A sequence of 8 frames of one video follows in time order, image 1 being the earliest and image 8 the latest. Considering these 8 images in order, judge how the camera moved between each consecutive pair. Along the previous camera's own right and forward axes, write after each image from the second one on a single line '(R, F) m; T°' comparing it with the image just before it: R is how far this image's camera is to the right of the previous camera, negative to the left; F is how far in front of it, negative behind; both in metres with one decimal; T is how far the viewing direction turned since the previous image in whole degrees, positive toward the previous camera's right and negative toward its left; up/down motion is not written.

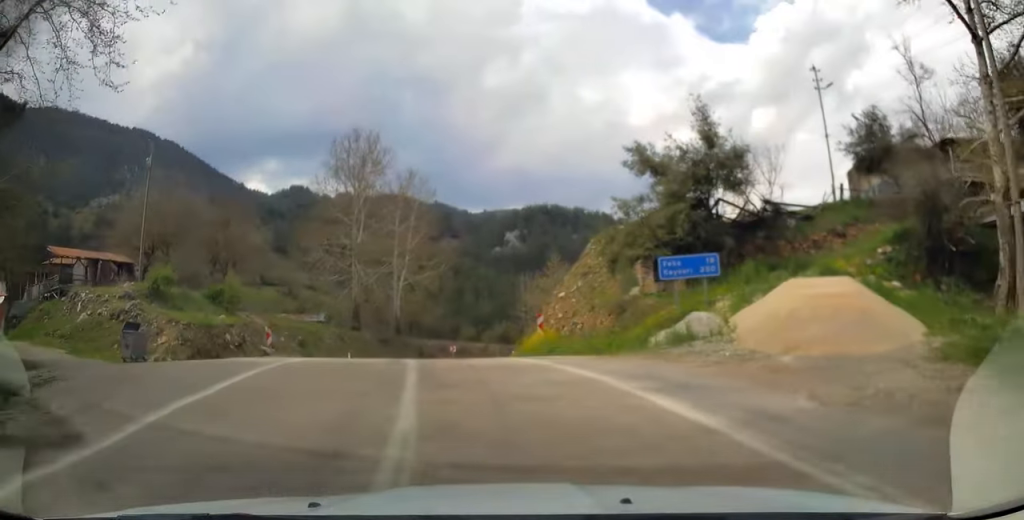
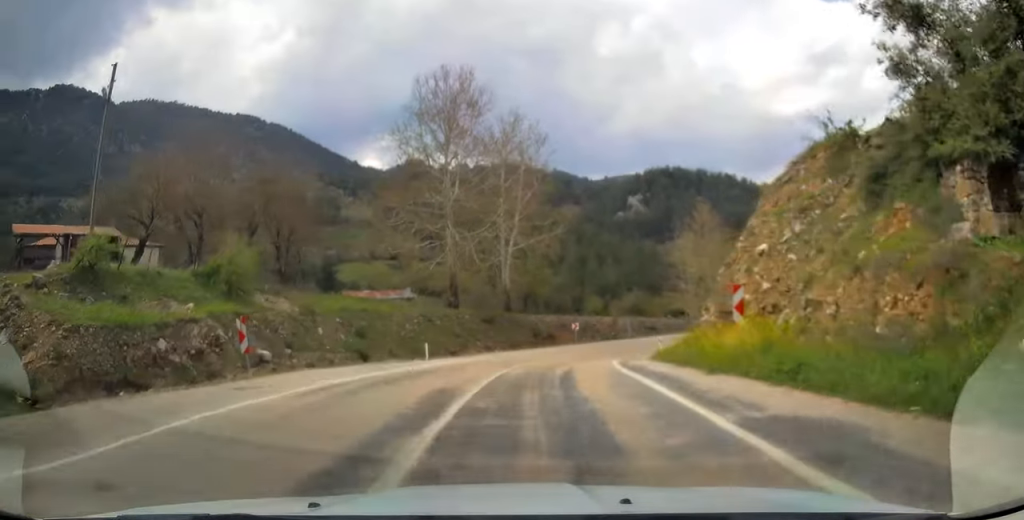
(-1.6, +13.5) m; -9°
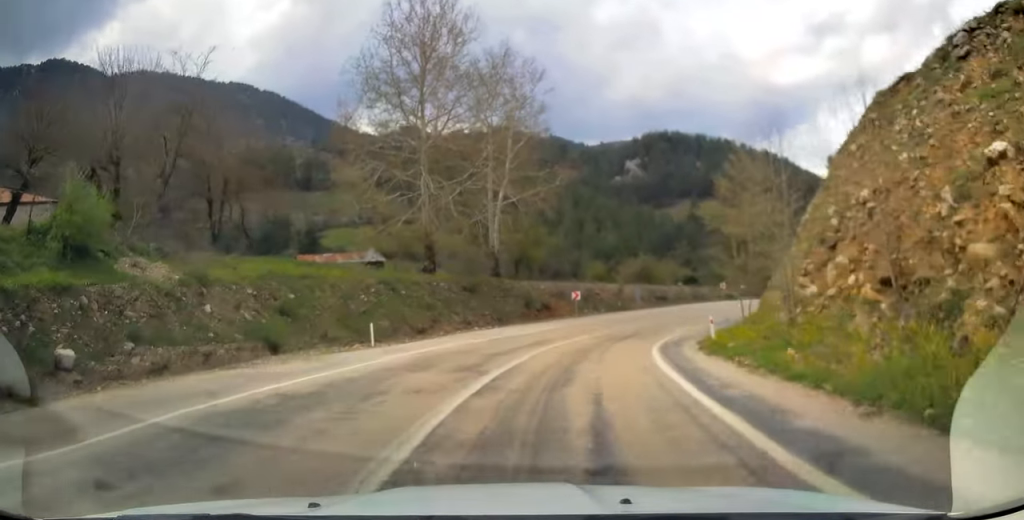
(-0.2, +9.6) m; 0°
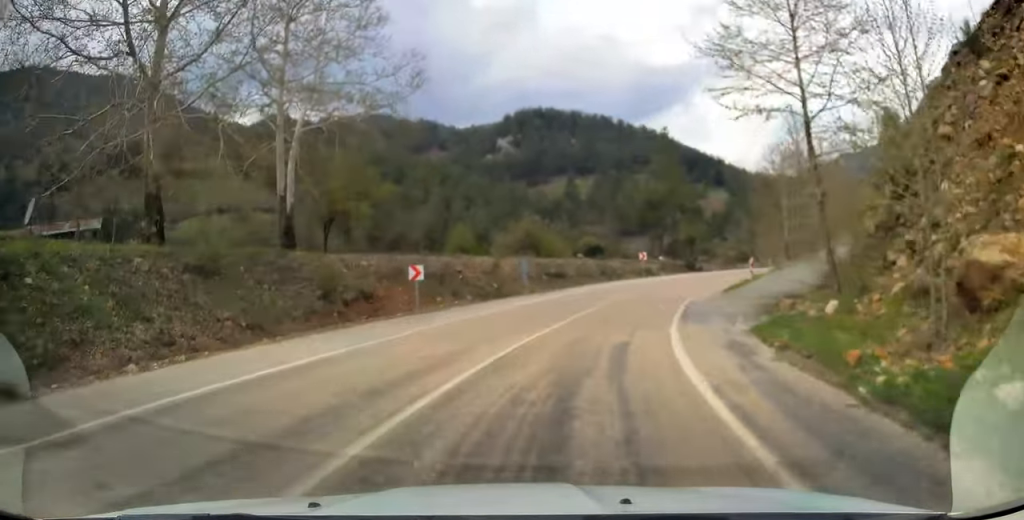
(+1.2, +19.6) m; +10°
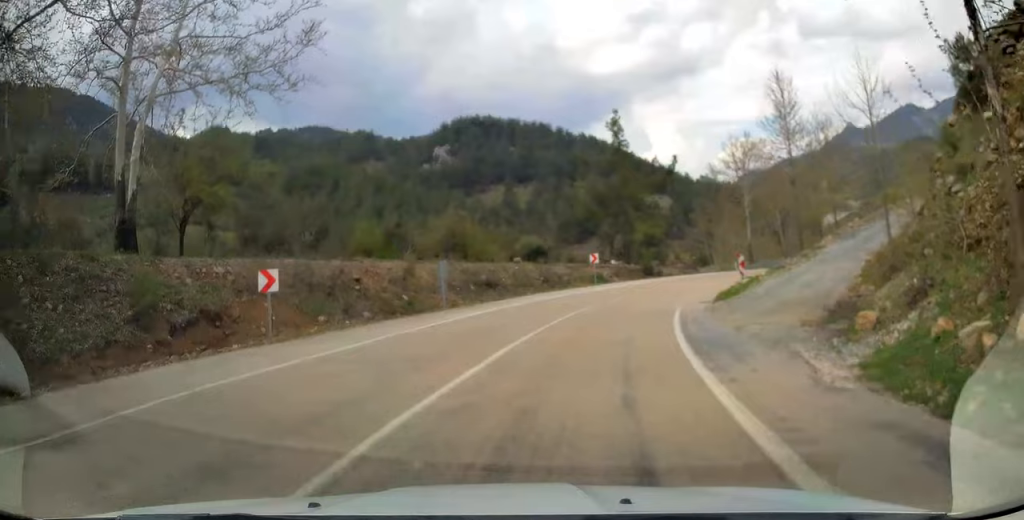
(+0.3, +7.9) m; +6°
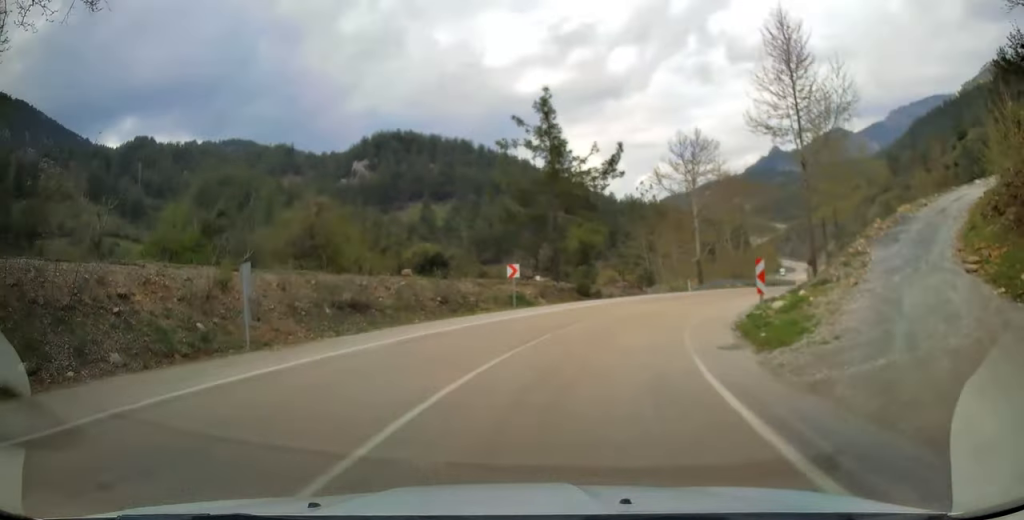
(+0.6, +10.8) m; +9°
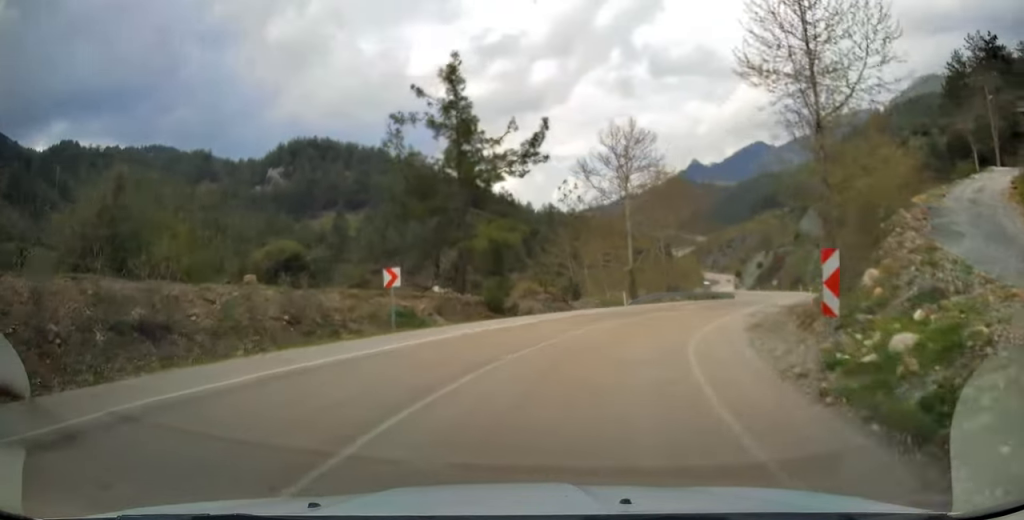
(+0.7, +8.6) m; +8°
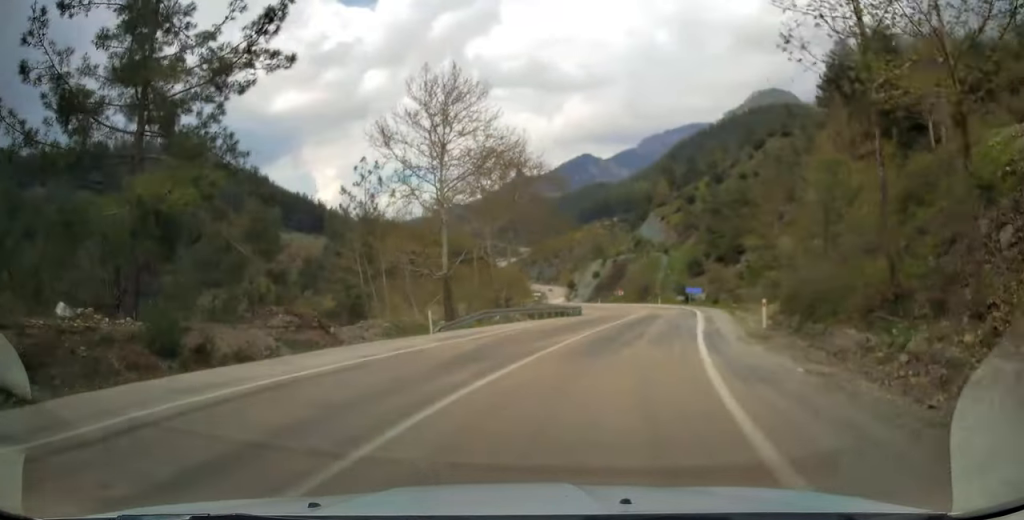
(+1.8, +16.2) m; +16°
